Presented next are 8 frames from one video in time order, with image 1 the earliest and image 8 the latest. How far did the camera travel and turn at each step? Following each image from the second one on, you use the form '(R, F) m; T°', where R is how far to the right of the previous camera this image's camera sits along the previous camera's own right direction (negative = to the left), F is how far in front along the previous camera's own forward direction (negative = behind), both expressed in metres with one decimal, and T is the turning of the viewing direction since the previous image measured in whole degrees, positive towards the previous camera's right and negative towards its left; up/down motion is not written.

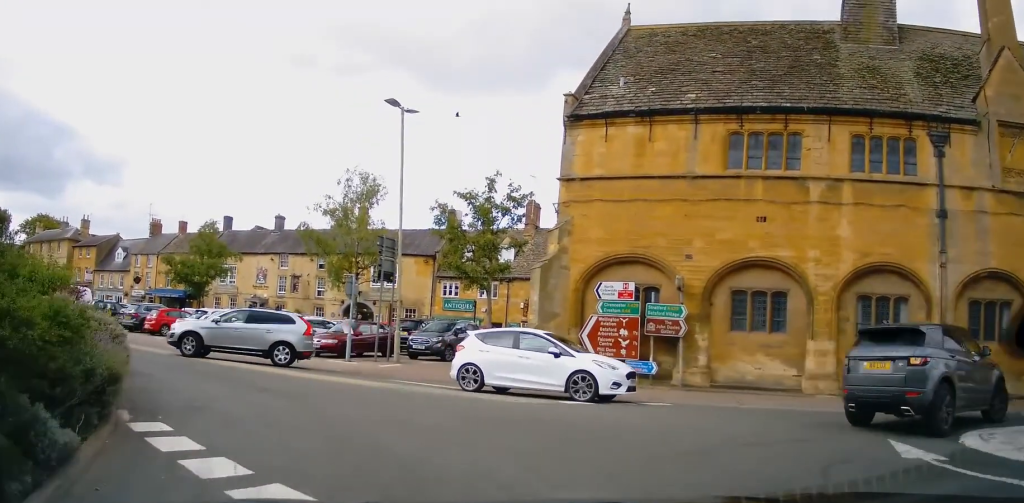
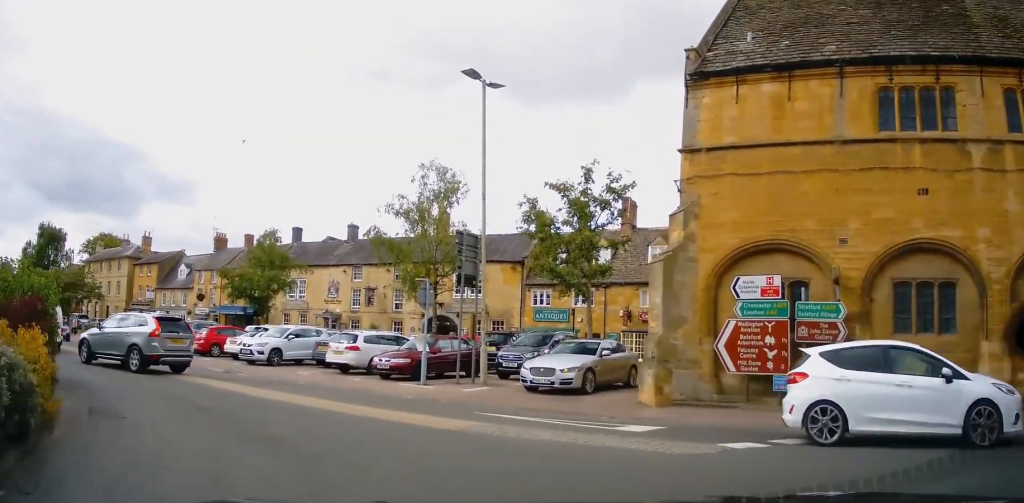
(0.0, +4.3) m; -14°
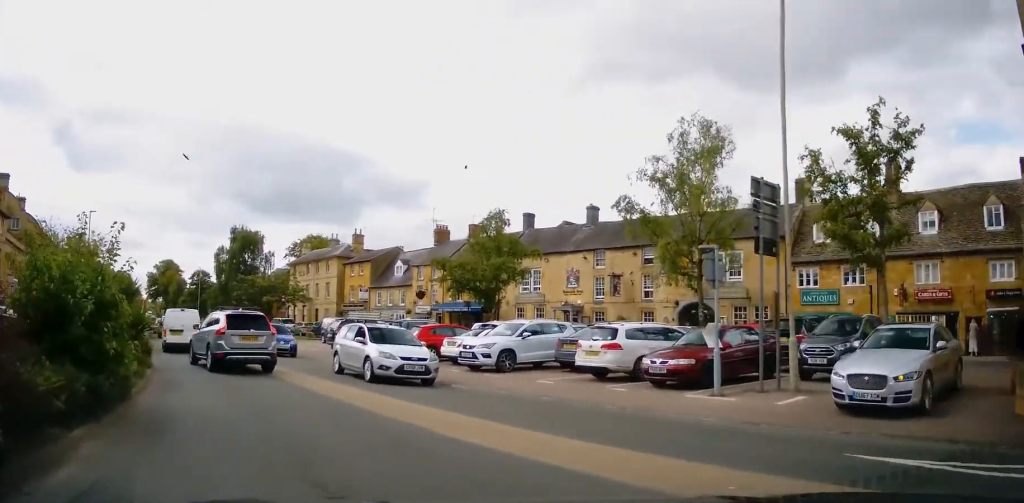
(-1.0, +4.9) m; -20°
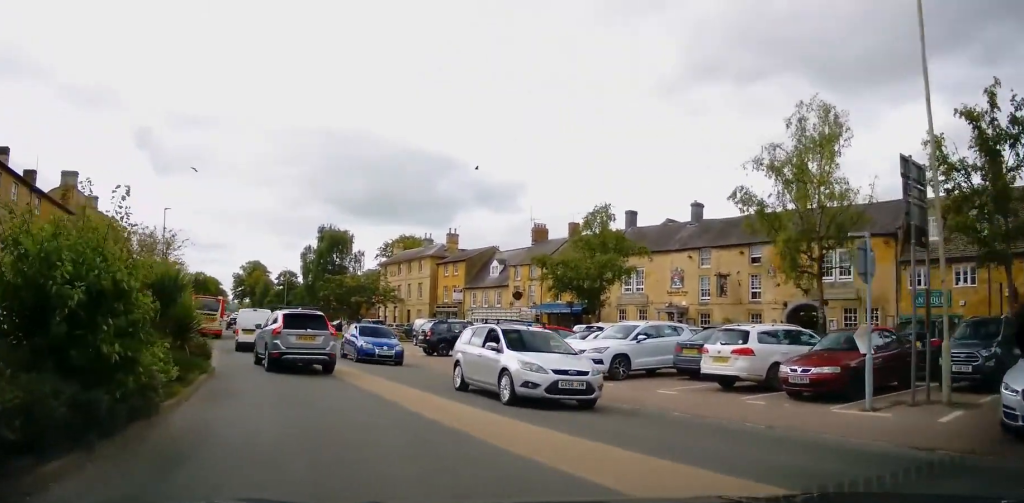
(-0.1, +2.1) m; -7°
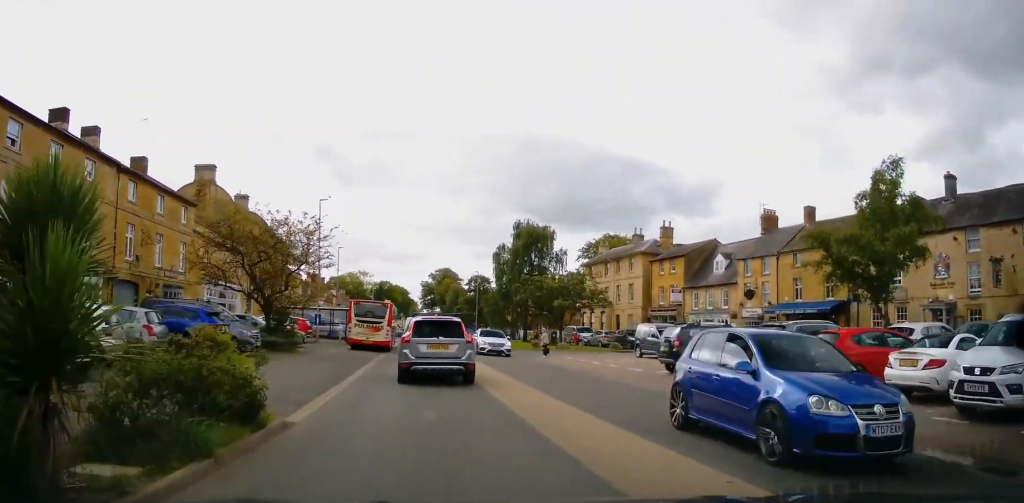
(-1.6, +7.4) m; -17°
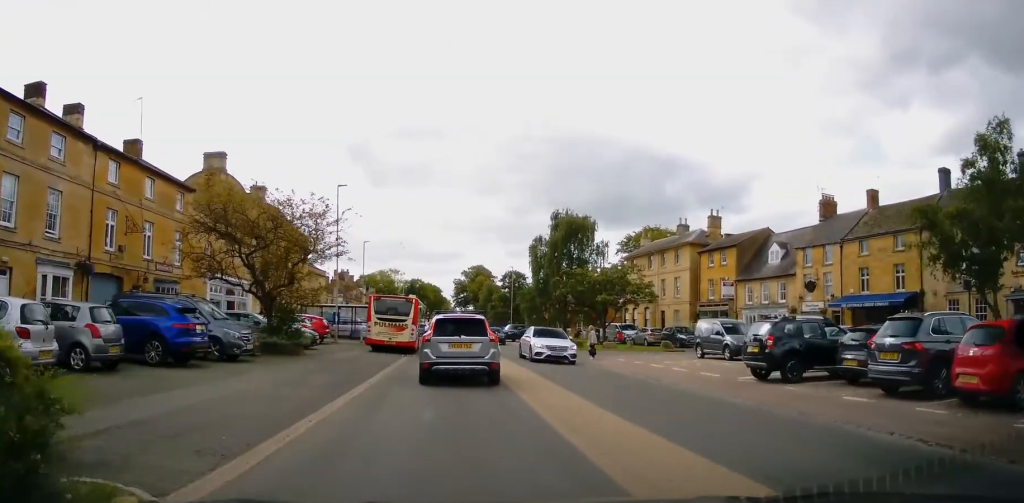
(0.0, +3.9) m; -4°
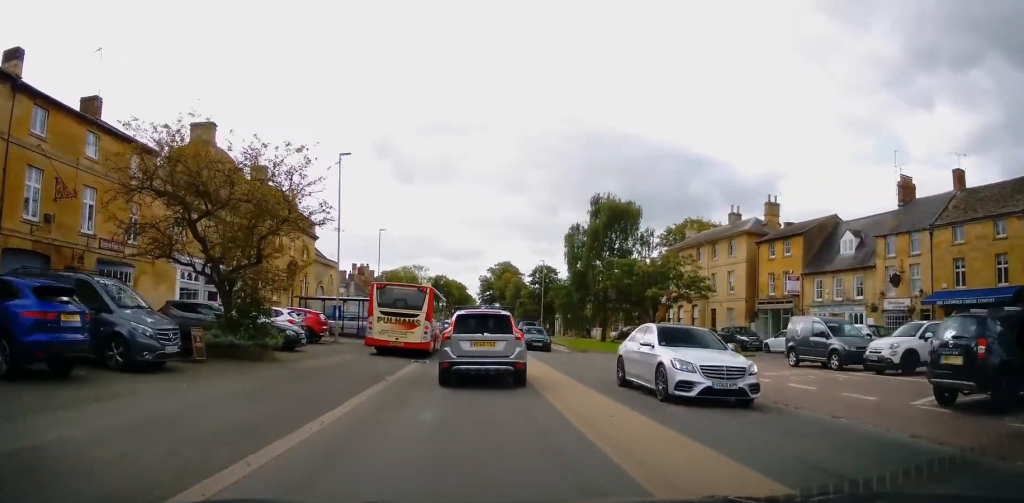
(-0.3, +6.3) m; -4°
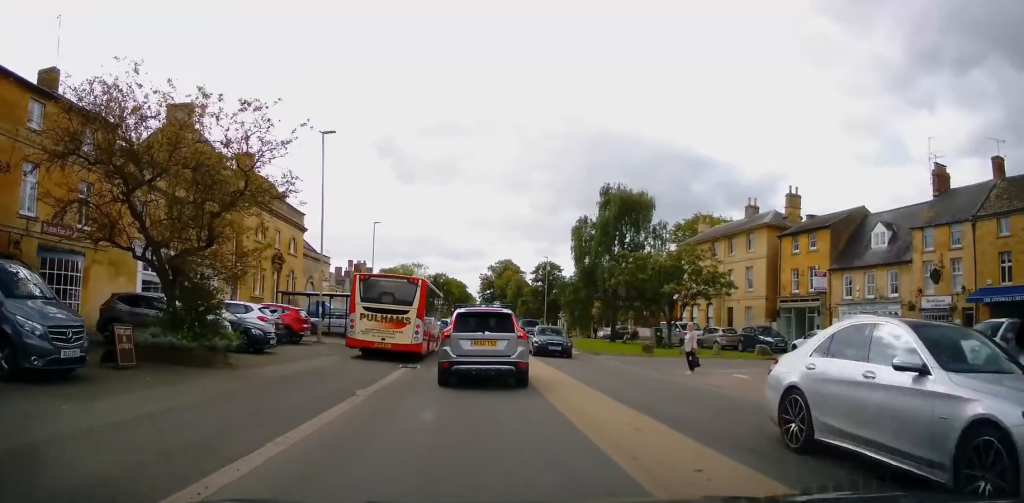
(-0.2, +3.6) m; -1°
